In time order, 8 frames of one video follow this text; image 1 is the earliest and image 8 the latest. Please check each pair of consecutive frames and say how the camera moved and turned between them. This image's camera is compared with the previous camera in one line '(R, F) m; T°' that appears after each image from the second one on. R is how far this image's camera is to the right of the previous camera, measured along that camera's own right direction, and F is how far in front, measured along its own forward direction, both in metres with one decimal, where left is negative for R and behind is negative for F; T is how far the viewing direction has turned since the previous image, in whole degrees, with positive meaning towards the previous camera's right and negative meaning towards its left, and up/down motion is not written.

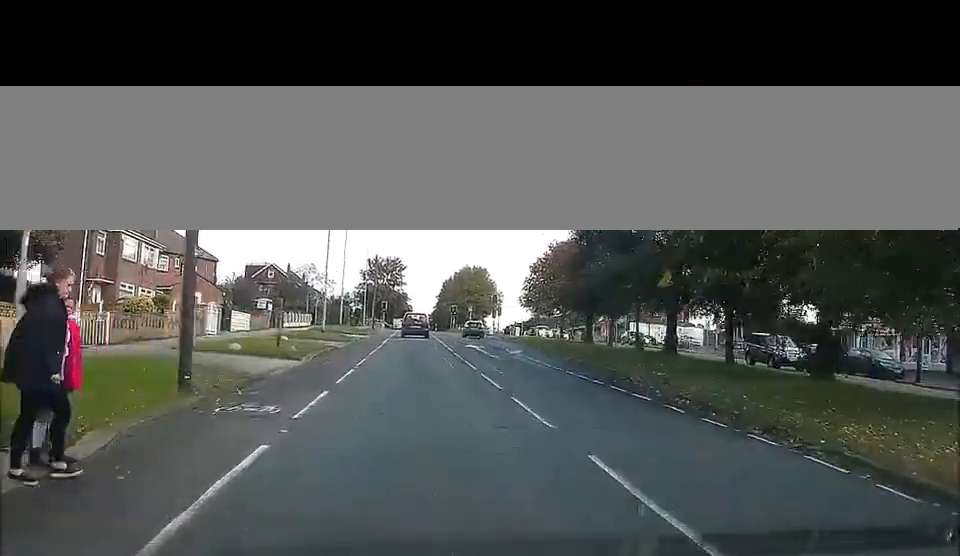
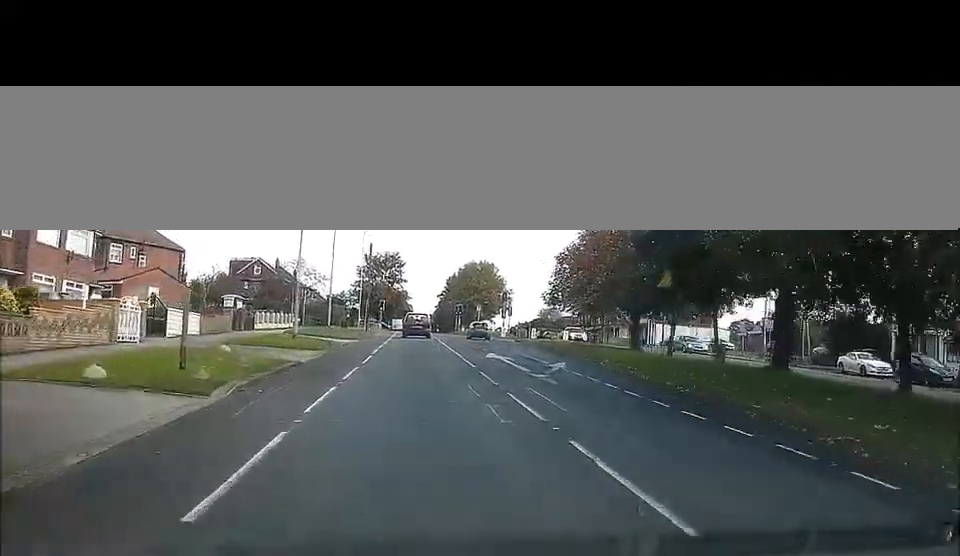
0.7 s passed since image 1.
(+0.2, +11.3) m; +1°
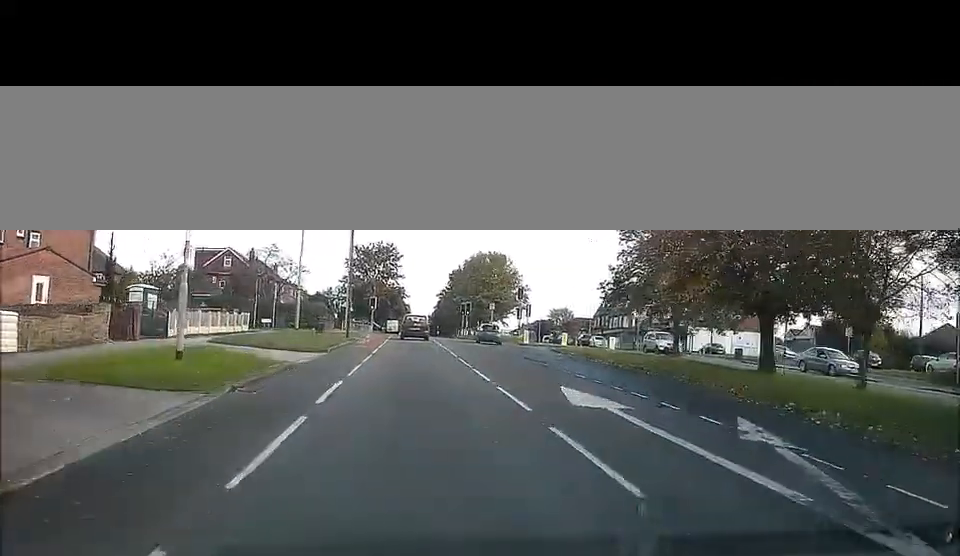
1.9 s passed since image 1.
(+0.3, +17.2) m; +1°
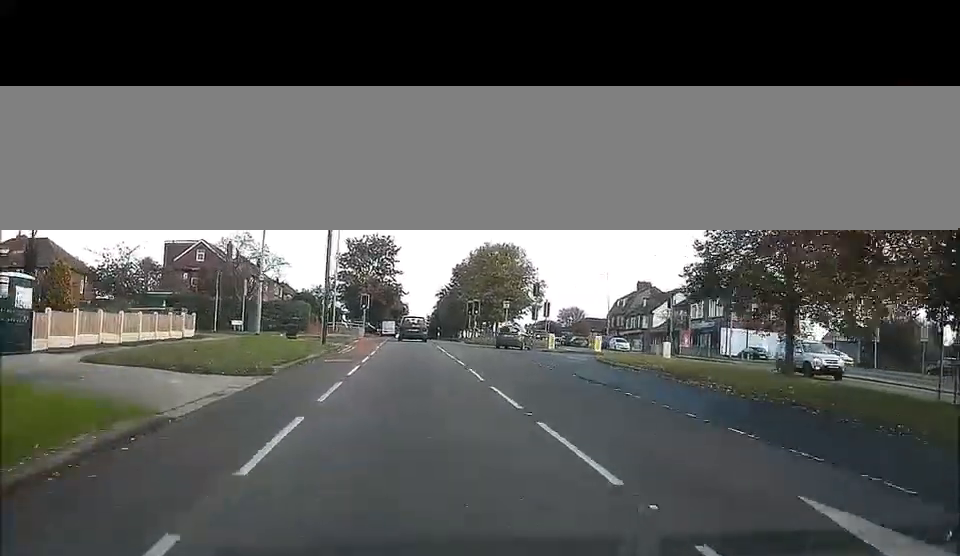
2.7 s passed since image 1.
(0.0, +11.9) m; 0°
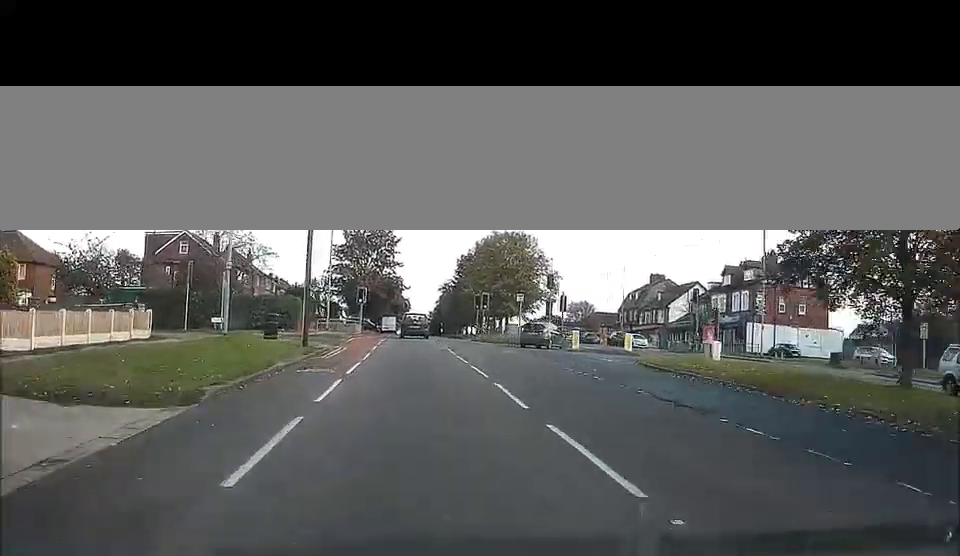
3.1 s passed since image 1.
(0.0, +6.9) m; 0°
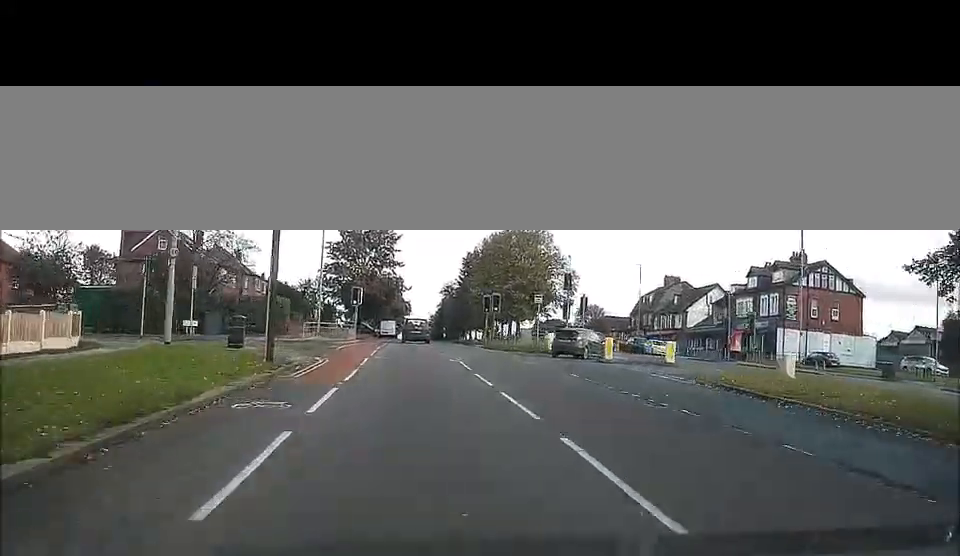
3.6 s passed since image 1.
(0.0, +7.2) m; 0°
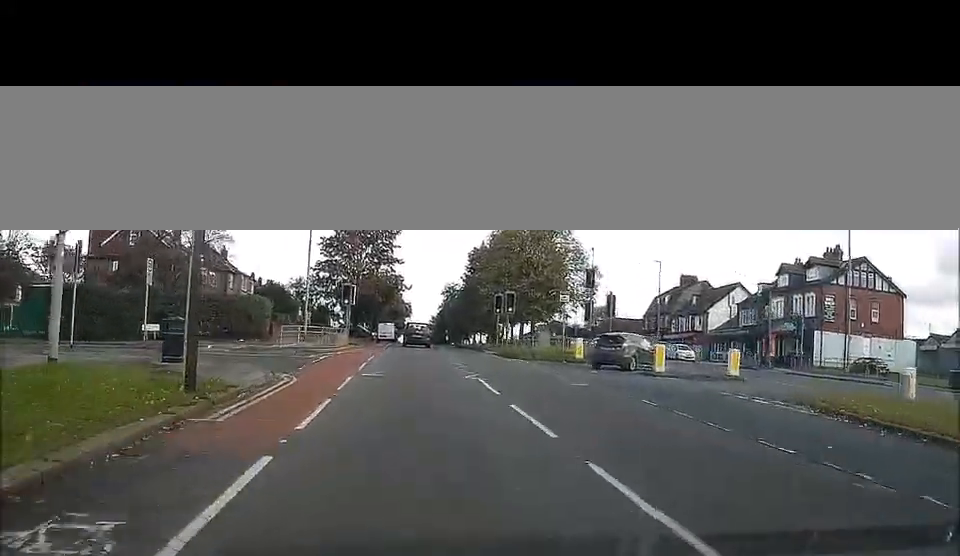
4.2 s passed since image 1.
(0.0, +7.7) m; 0°
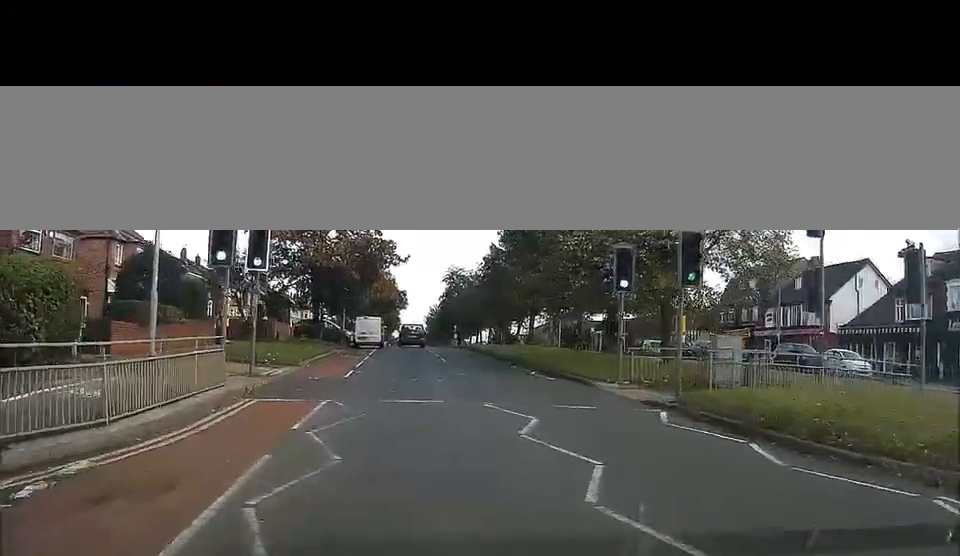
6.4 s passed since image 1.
(-0.8, +30.9) m; -2°
